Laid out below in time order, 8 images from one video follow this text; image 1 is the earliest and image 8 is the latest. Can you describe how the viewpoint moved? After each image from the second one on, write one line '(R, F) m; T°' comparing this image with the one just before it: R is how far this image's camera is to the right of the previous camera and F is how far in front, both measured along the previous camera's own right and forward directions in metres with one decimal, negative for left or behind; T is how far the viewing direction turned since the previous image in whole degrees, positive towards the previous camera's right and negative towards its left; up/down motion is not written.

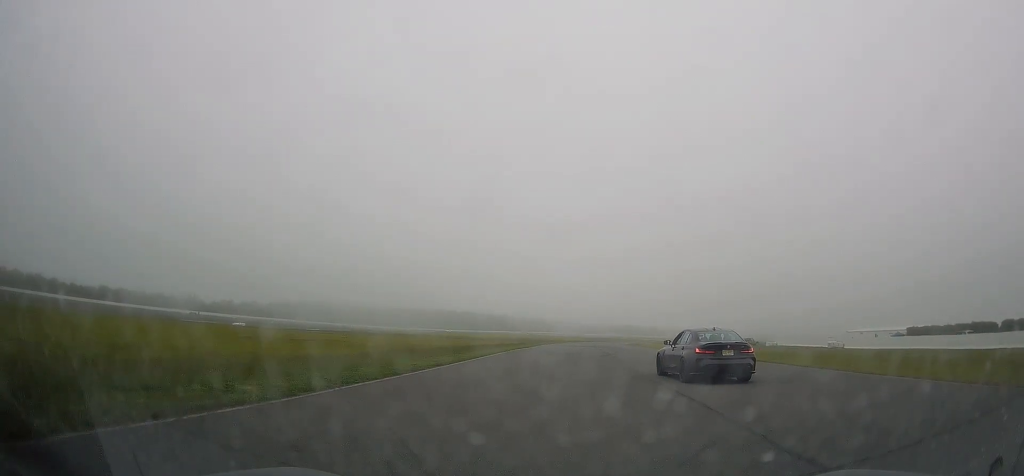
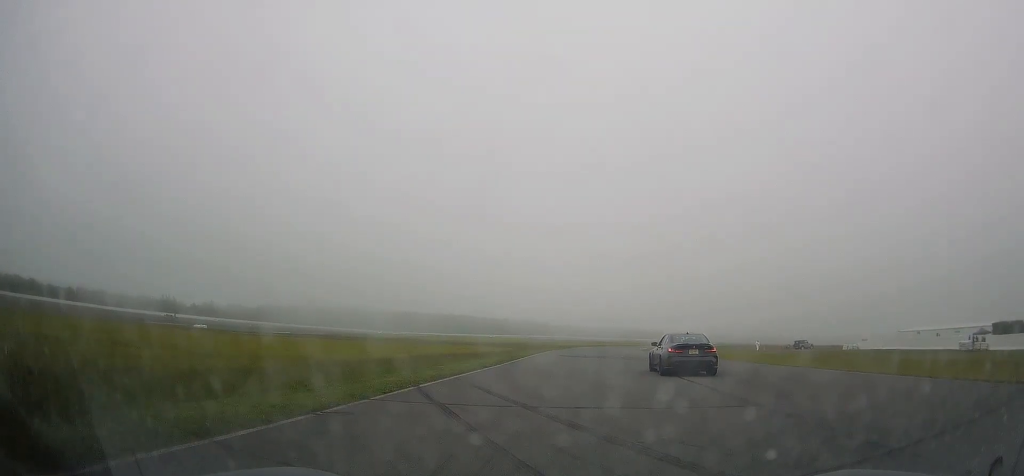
(-0.8, +30.6) m; -2°
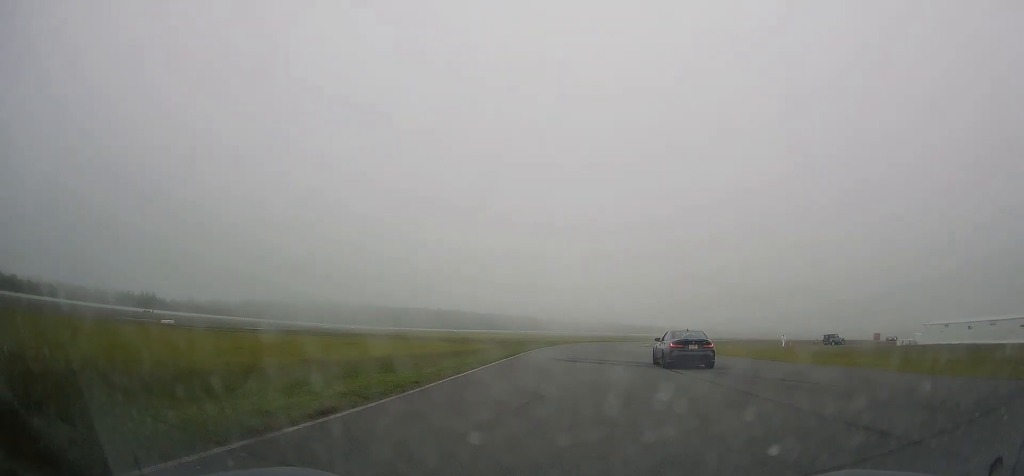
(0.0, +15.9) m; 0°
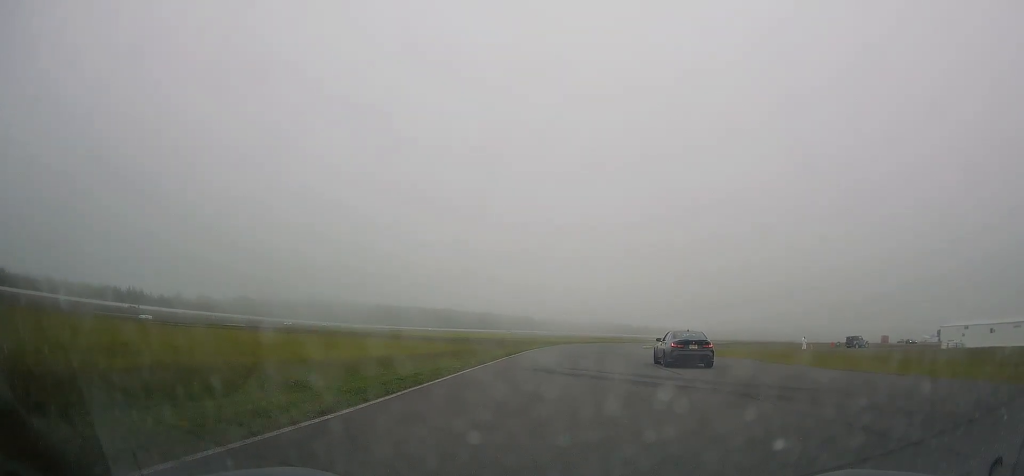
(+0.1, +9.7) m; 0°
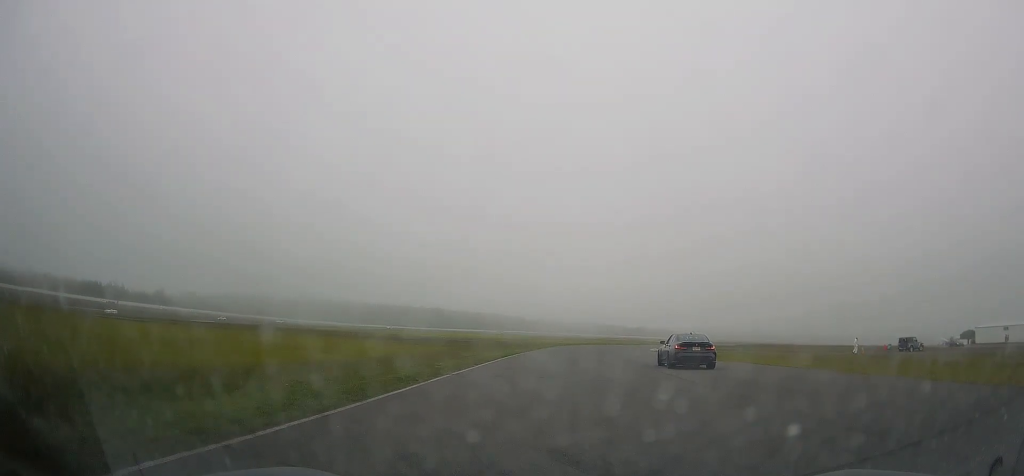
(+0.1, +15.8) m; +1°
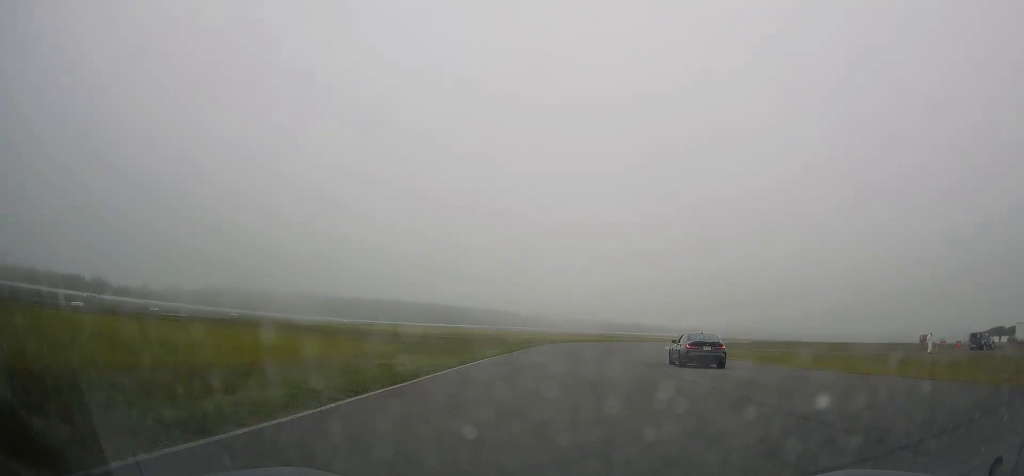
(-0.1, +14.6) m; +1°
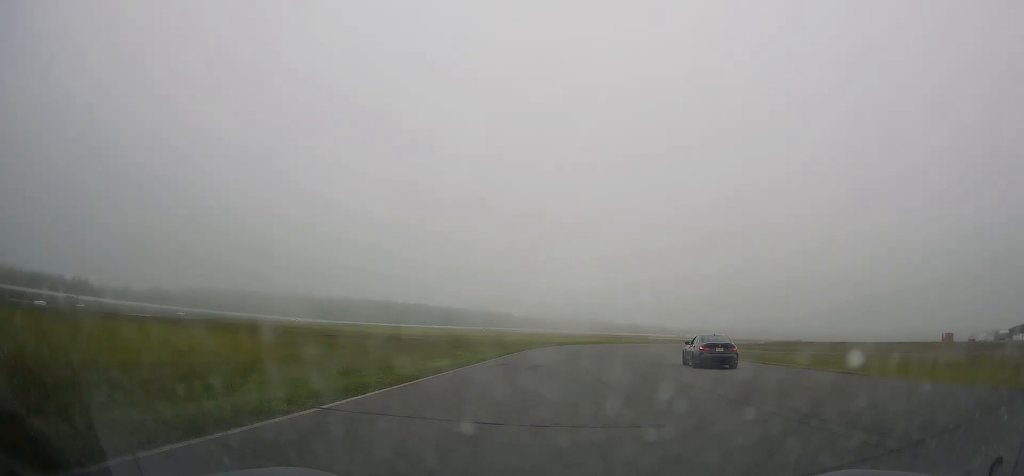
(+0.4, +15.3) m; +1°
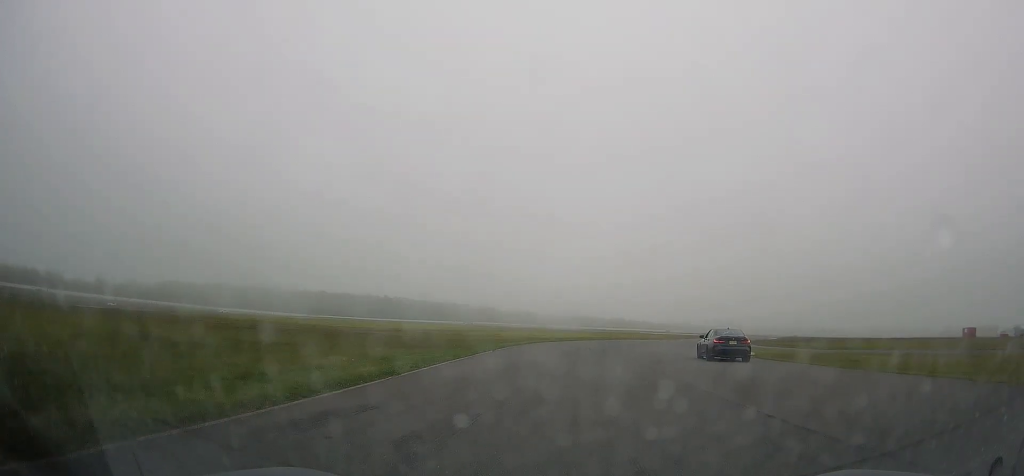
(+0.1, +16.3) m; +2°
